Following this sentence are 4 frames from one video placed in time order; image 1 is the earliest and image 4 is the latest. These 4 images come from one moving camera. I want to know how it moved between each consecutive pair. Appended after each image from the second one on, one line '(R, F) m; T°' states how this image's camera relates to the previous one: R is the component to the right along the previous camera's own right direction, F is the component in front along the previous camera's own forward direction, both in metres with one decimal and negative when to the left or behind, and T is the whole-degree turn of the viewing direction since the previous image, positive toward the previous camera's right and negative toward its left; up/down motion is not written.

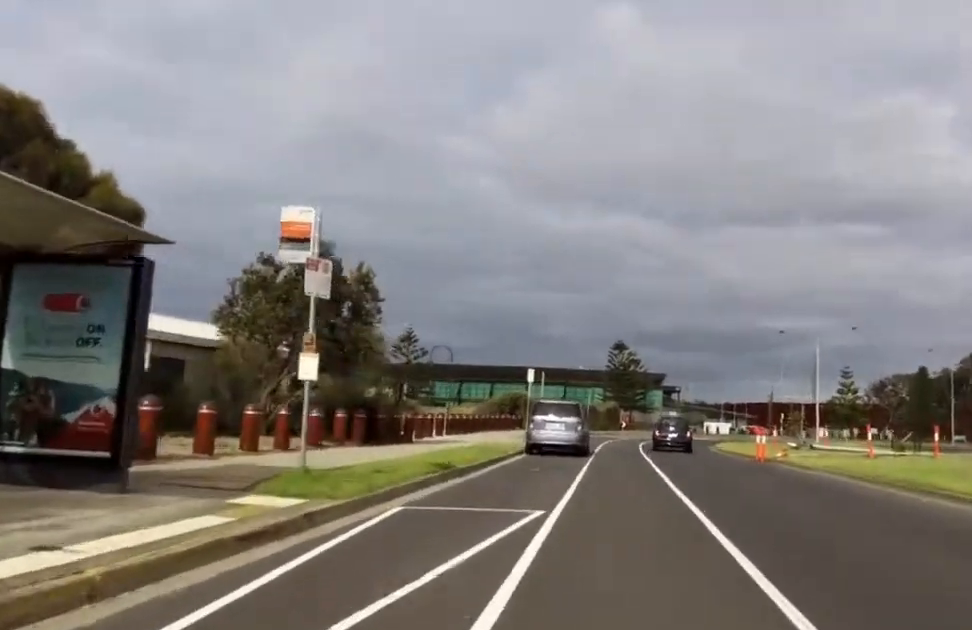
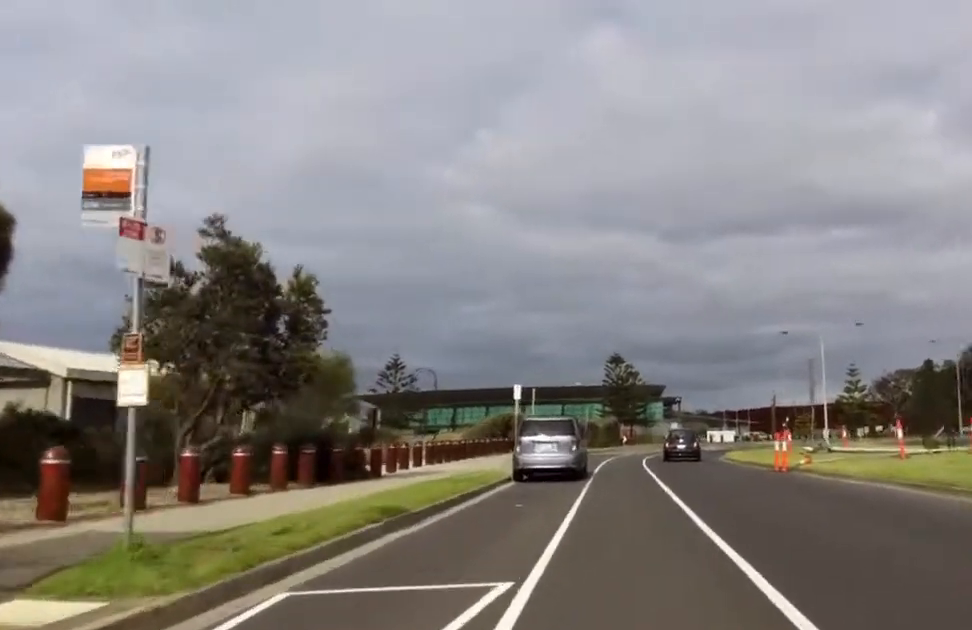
(-0.1, +3.2) m; +4°
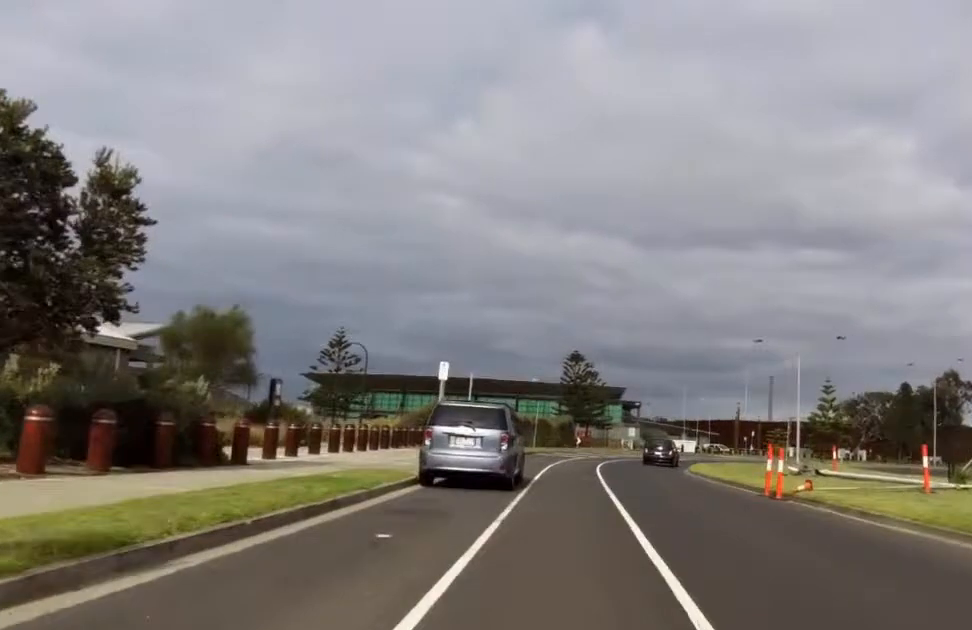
(-0.3, +4.9) m; +8°
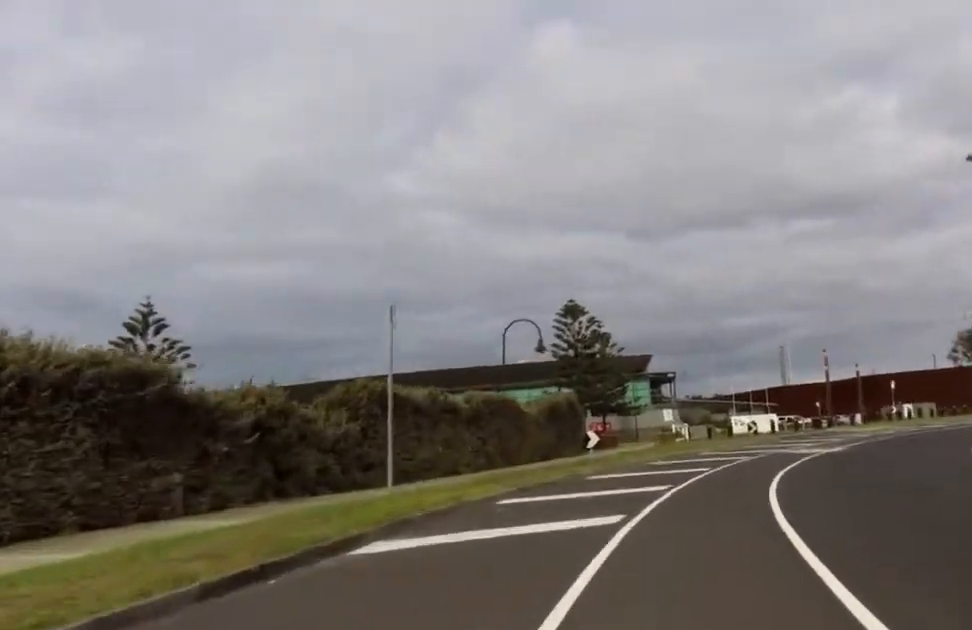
(-3.7, +35.2) m; -8°
